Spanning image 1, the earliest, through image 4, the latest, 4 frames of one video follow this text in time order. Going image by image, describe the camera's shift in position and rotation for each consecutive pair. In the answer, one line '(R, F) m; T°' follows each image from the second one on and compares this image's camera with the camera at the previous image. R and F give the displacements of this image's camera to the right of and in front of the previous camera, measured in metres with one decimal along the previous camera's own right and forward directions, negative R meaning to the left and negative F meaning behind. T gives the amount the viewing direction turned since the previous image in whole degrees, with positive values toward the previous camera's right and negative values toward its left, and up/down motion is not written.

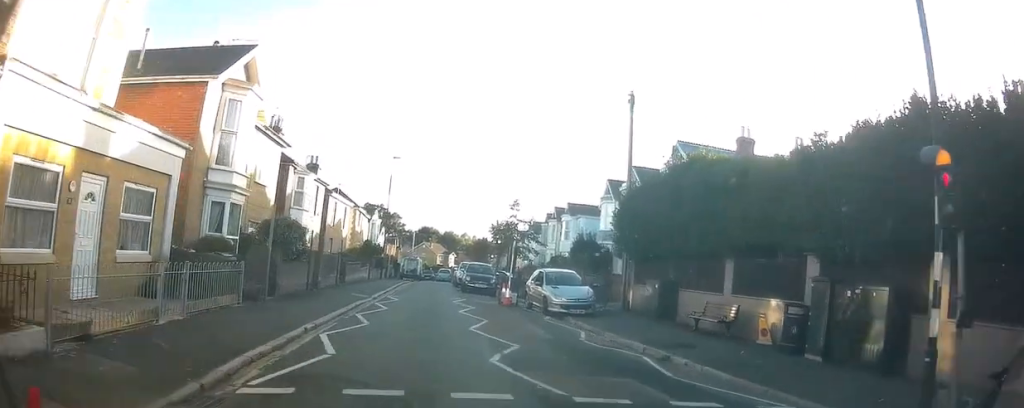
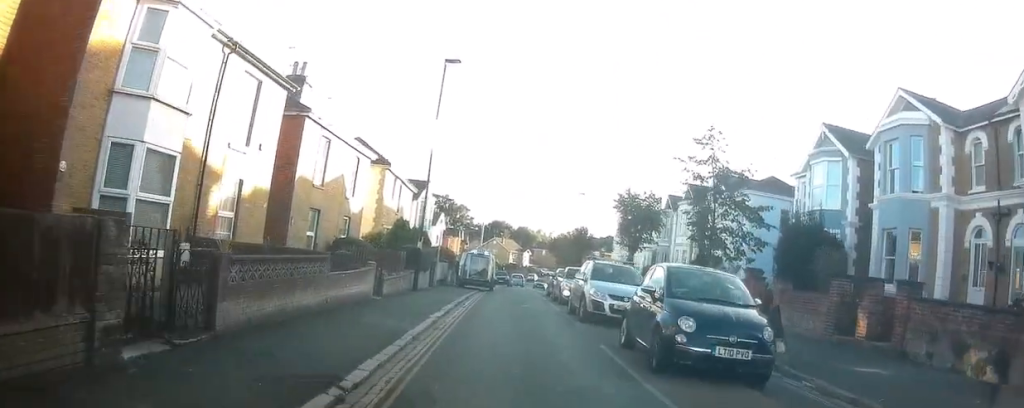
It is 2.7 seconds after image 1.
(-0.8, +20.0) m; -1°
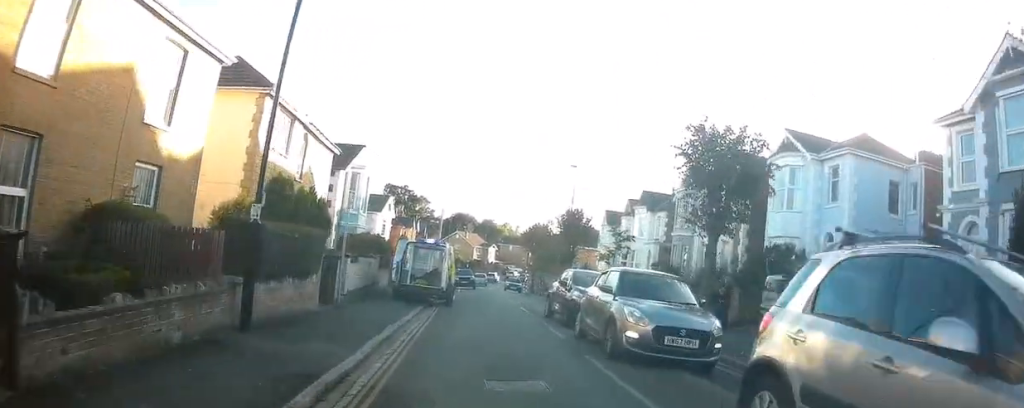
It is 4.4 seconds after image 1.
(+0.6, +13.0) m; +5°
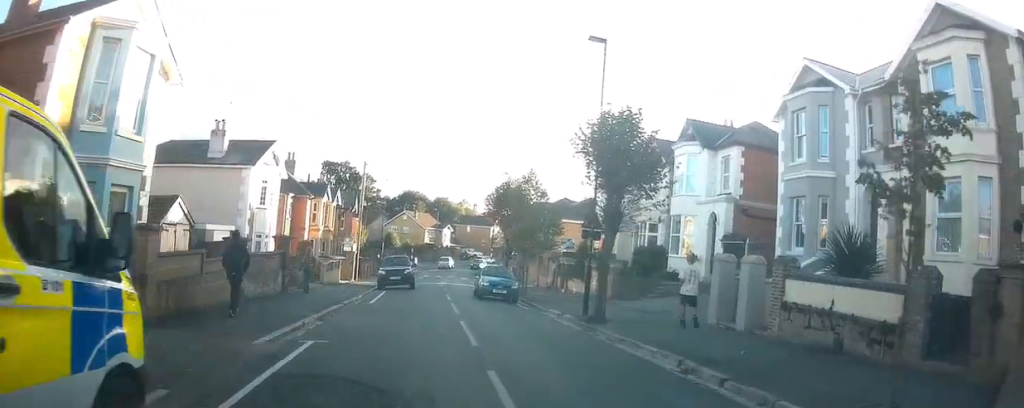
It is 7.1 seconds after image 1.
(-0.2, +20.7) m; -3°
